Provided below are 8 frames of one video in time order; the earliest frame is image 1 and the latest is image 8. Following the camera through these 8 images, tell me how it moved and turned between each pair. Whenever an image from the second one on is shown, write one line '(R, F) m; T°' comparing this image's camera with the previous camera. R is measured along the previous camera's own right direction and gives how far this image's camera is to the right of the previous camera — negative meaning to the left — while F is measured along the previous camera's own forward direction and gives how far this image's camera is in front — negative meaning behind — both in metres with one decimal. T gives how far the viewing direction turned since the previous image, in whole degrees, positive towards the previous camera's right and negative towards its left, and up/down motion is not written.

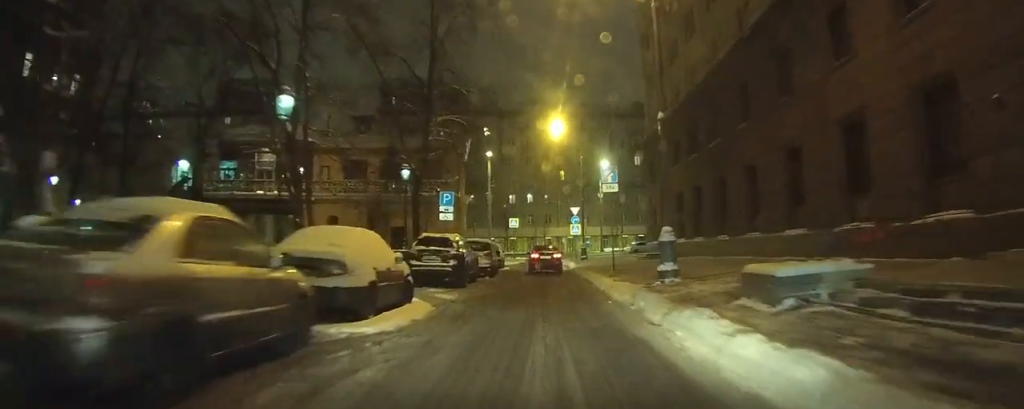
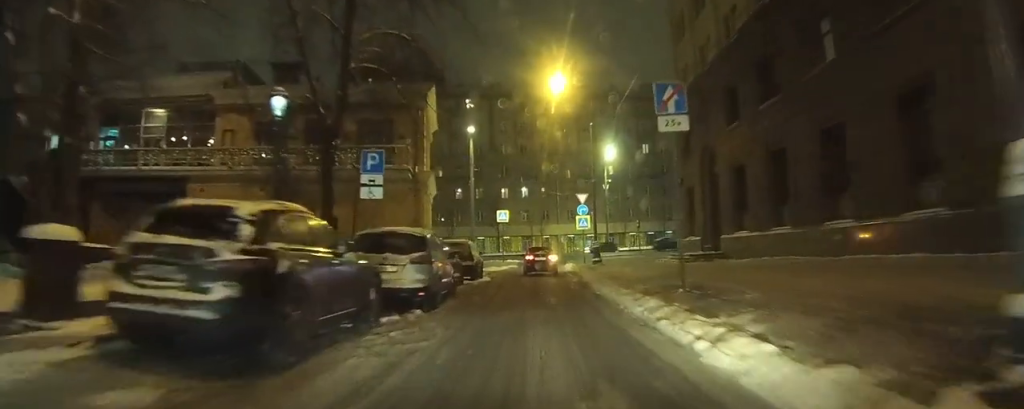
(-0.1, +13.7) m; -2°
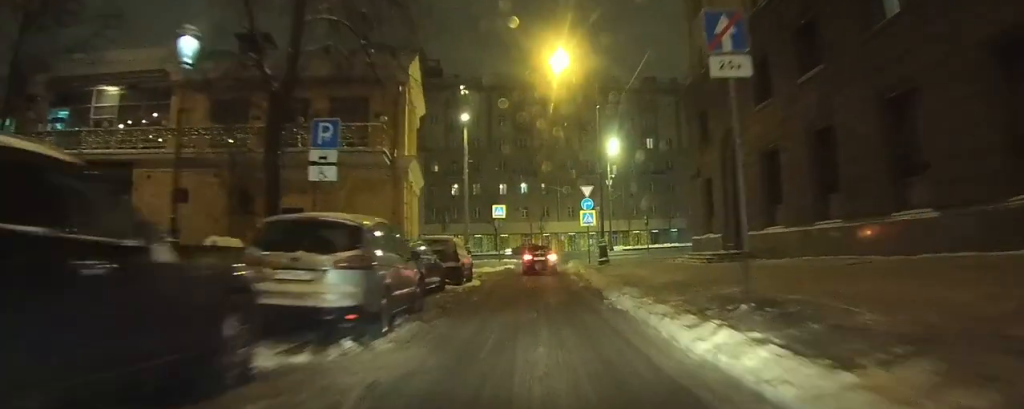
(-0.1, +4.1) m; -1°
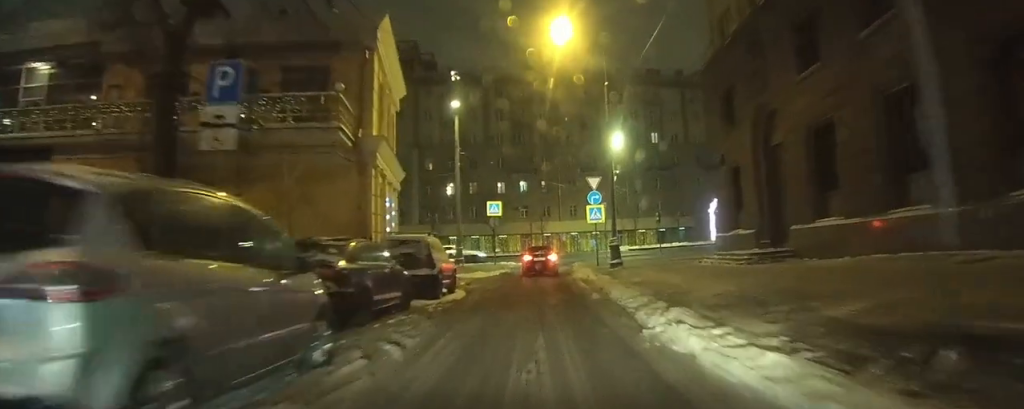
(-0.1, +4.8) m; -1°
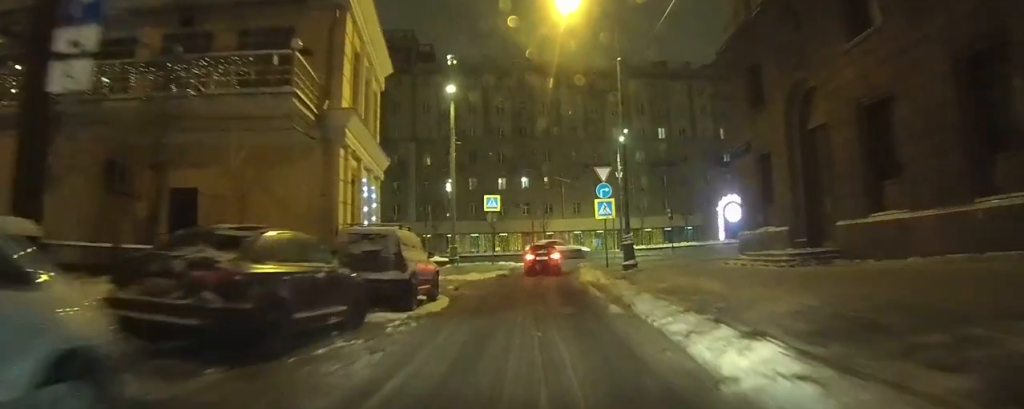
(0.0, +3.4) m; 0°
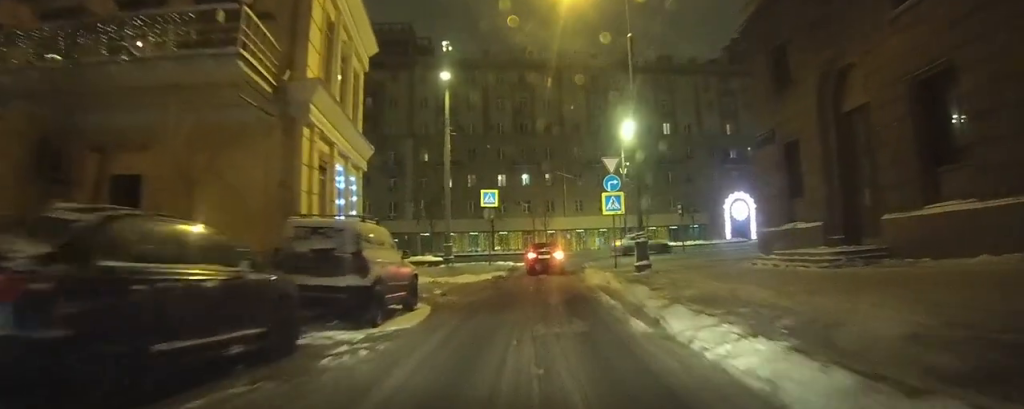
(0.0, +2.7) m; 0°
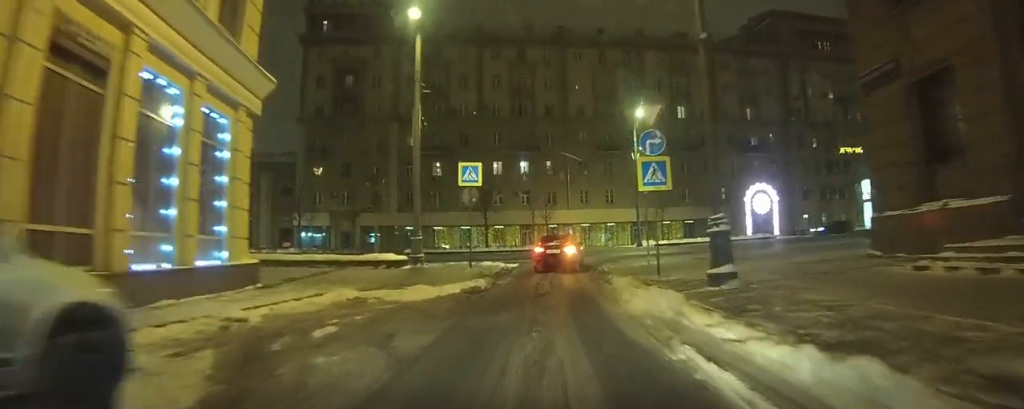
(-0.1, +8.7) m; +2°
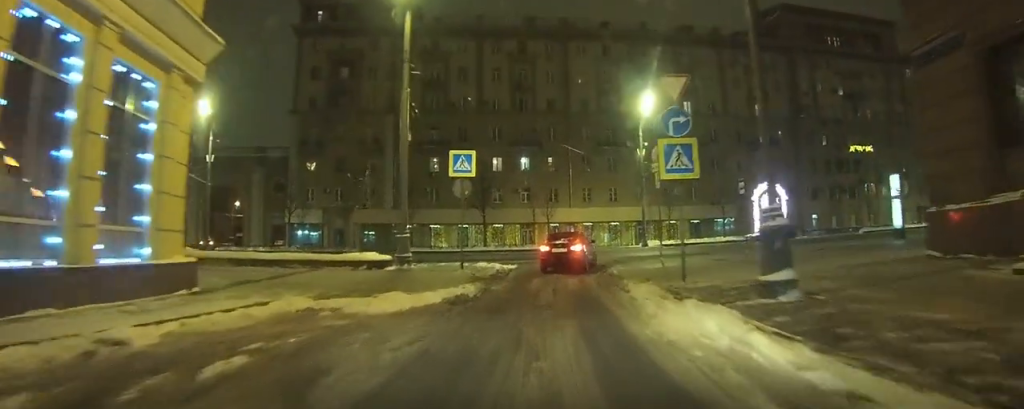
(-0.1, +2.6) m; +3°
